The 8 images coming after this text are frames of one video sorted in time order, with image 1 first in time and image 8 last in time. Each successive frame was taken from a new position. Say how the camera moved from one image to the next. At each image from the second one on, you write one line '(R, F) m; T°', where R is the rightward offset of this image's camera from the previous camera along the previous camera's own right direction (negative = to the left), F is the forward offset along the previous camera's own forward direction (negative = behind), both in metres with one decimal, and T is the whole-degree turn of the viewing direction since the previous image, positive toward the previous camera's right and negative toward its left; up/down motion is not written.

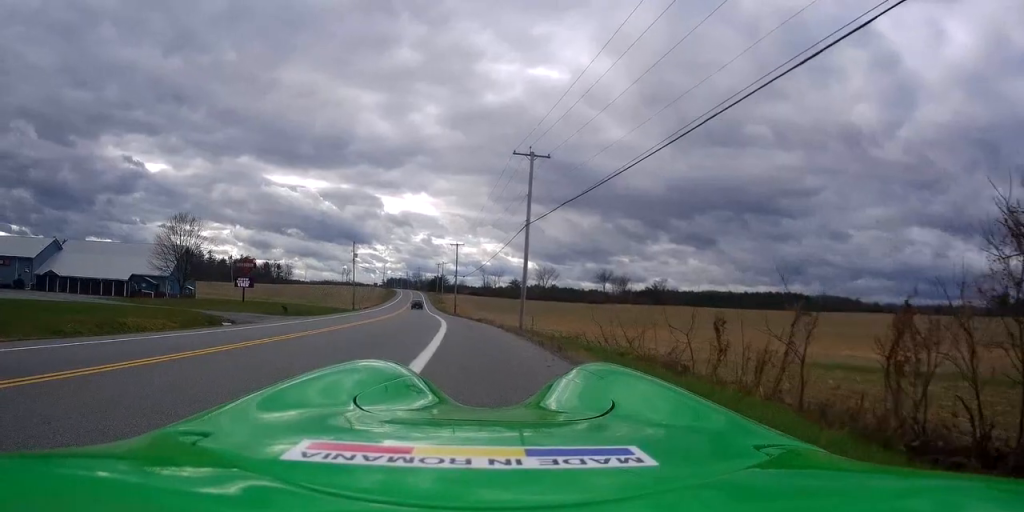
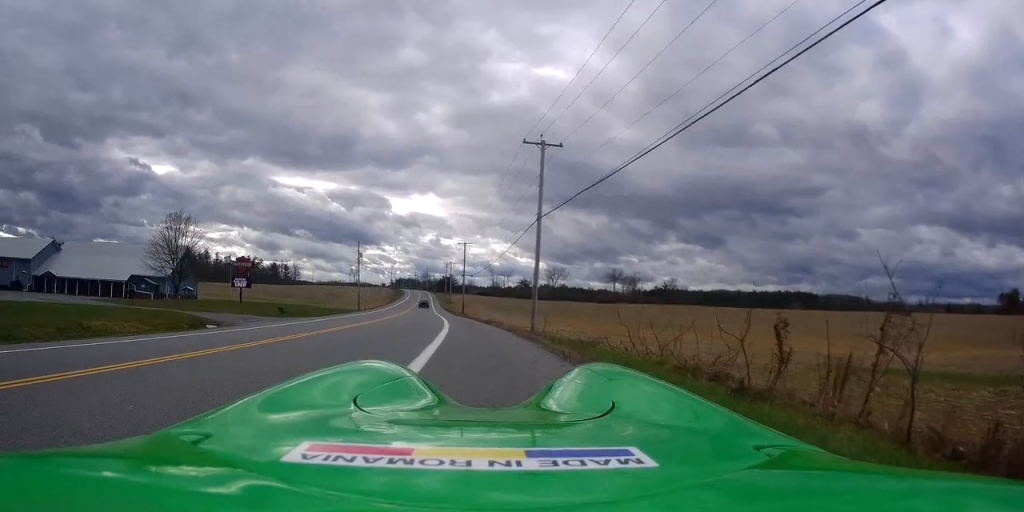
(-0.3, +2.9) m; 0°
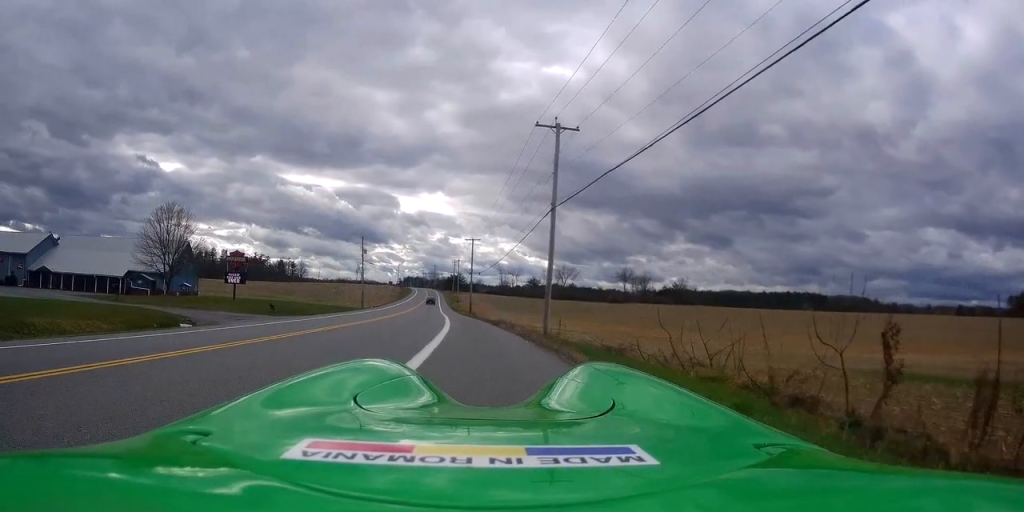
(+0.1, +3.3) m; 0°
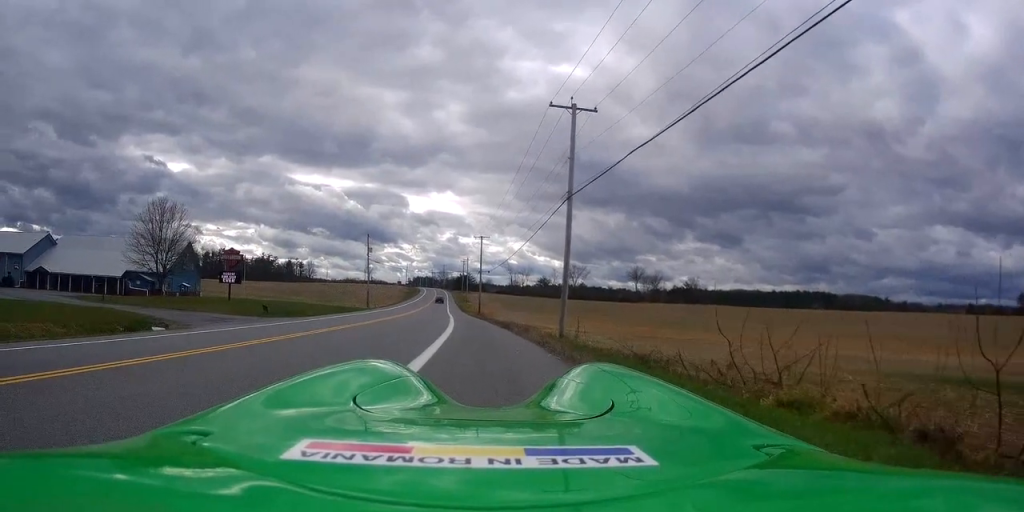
(+0.2, +2.9) m; -1°
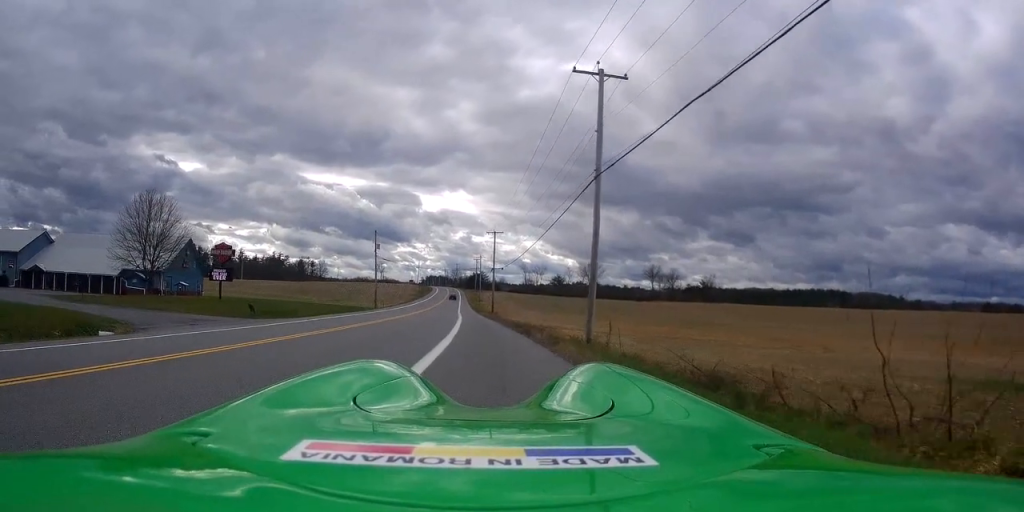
(-0.3, +4.3) m; -7°
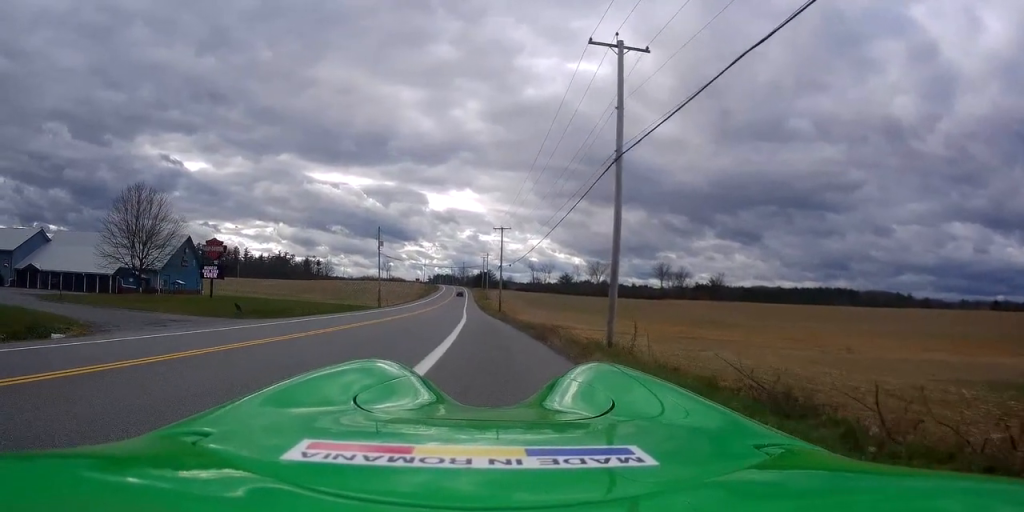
(-0.2, +2.9) m; -1°
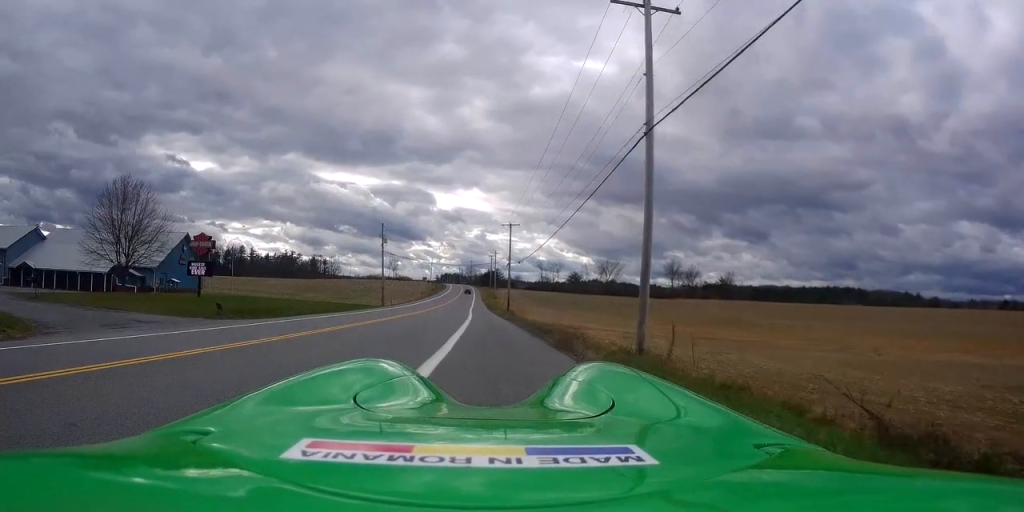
(-0.2, +3.2) m; 0°
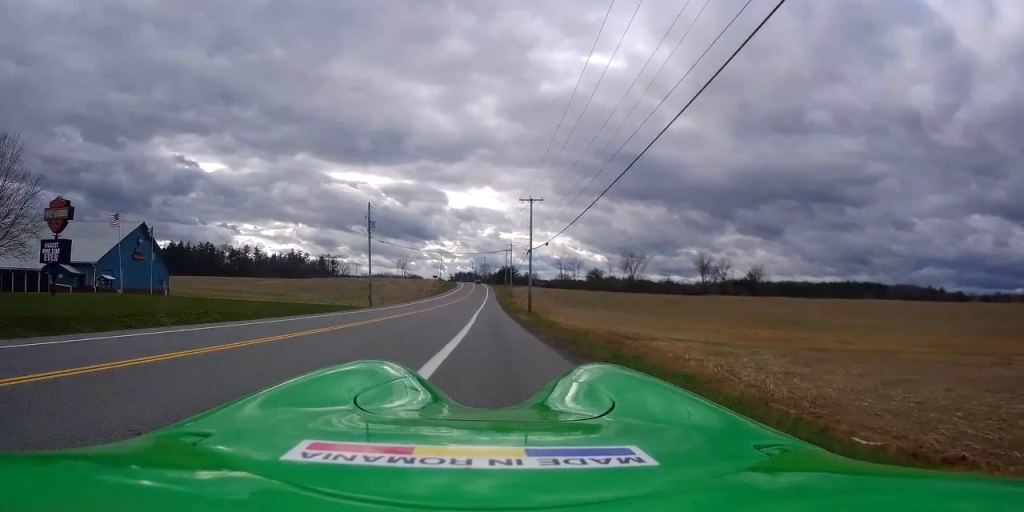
(+0.4, +17.3) m; +3°
